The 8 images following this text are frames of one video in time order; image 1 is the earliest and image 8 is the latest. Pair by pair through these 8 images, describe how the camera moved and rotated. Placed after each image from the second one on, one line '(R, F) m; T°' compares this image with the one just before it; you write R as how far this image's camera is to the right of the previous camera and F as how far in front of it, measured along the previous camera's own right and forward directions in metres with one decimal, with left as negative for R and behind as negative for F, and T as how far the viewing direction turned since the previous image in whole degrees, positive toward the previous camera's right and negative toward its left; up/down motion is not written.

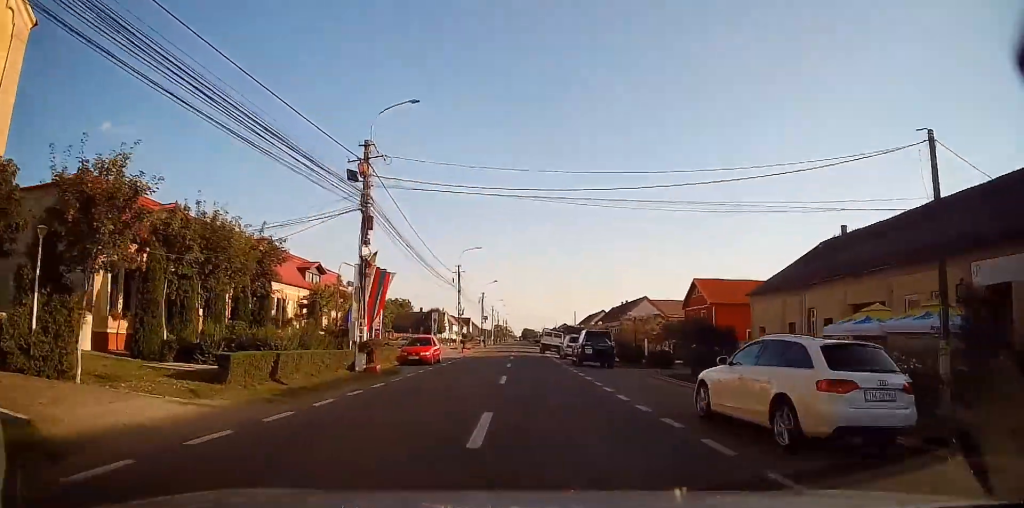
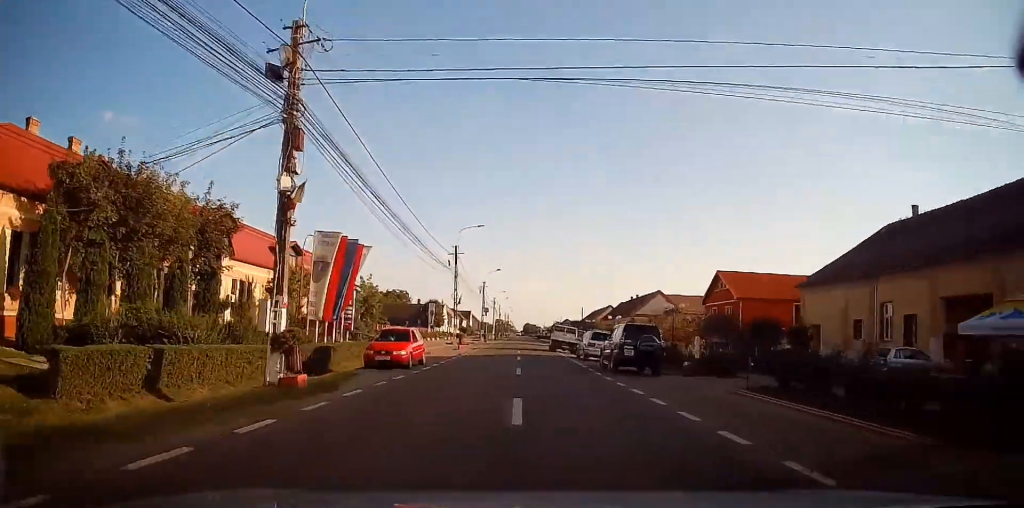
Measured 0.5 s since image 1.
(-0.2, +7.4) m; 0°
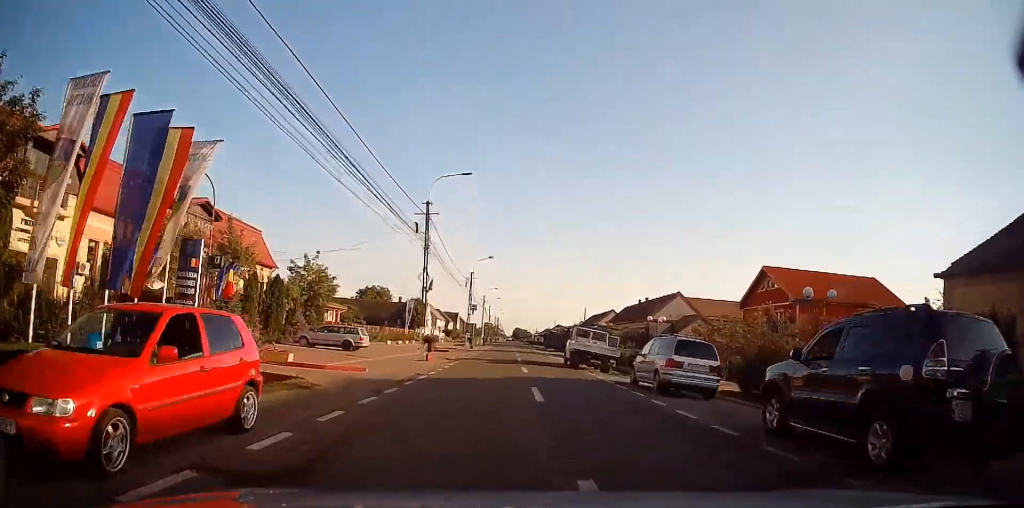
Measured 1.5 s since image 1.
(0.0, +15.0) m; 0°
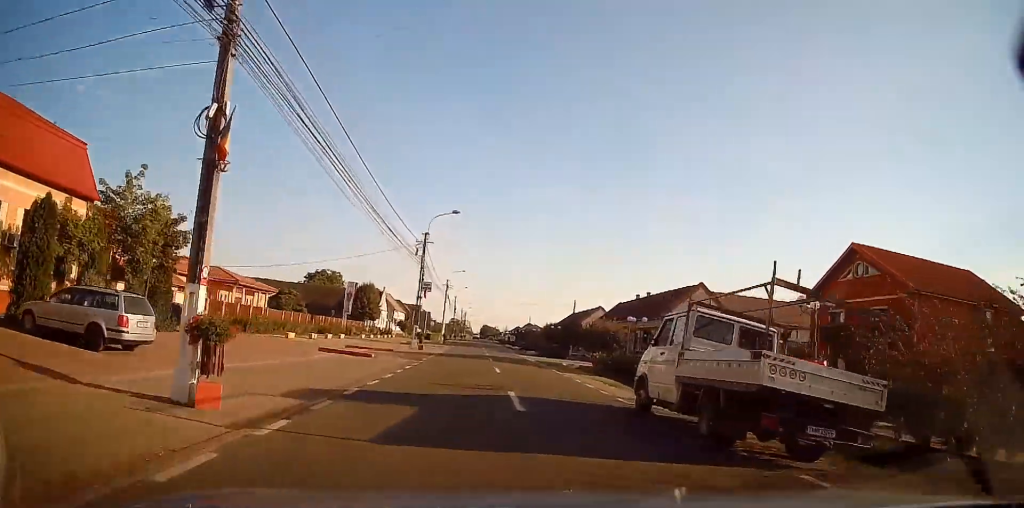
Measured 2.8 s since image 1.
(+0.1, +19.0) m; +3°
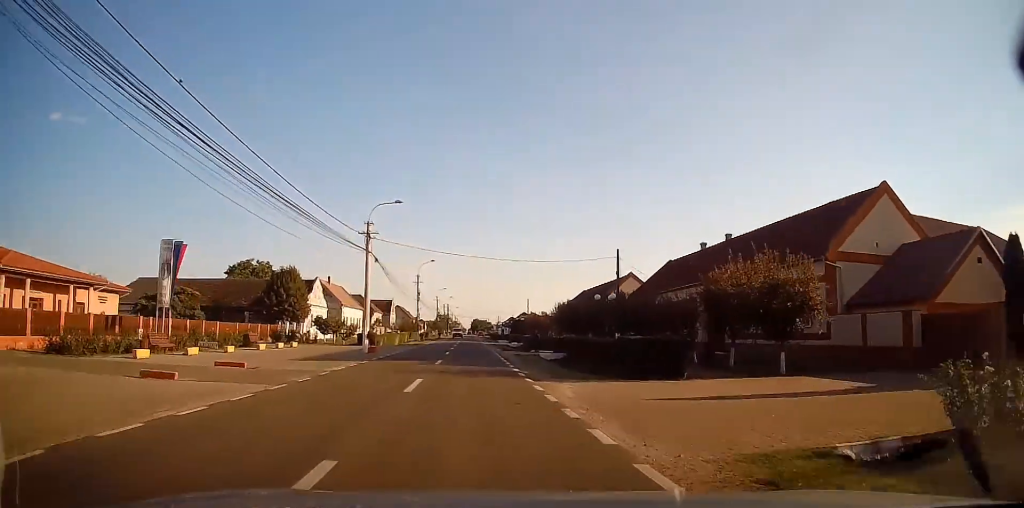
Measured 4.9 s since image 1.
(+1.6, +32.9) m; +1°
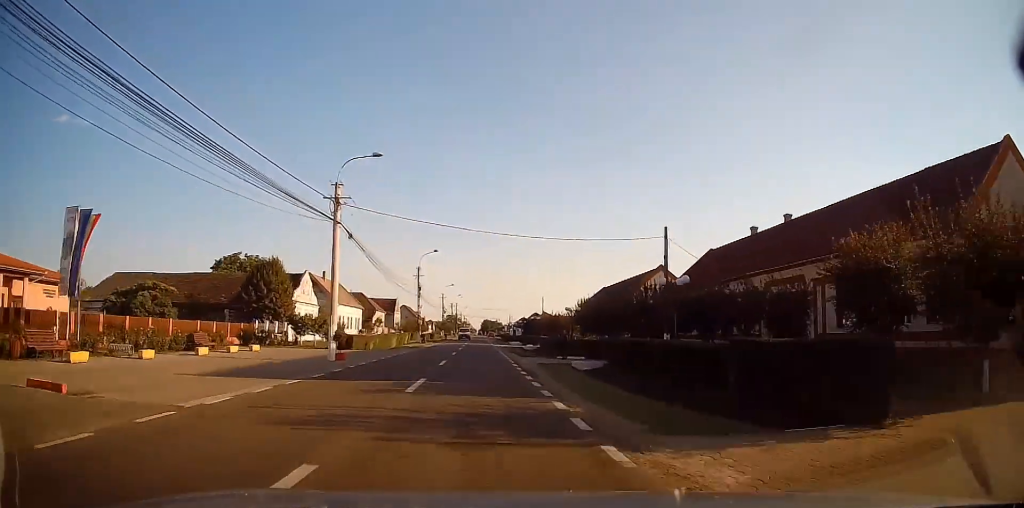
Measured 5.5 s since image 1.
(-0.1, +9.0) m; -1°
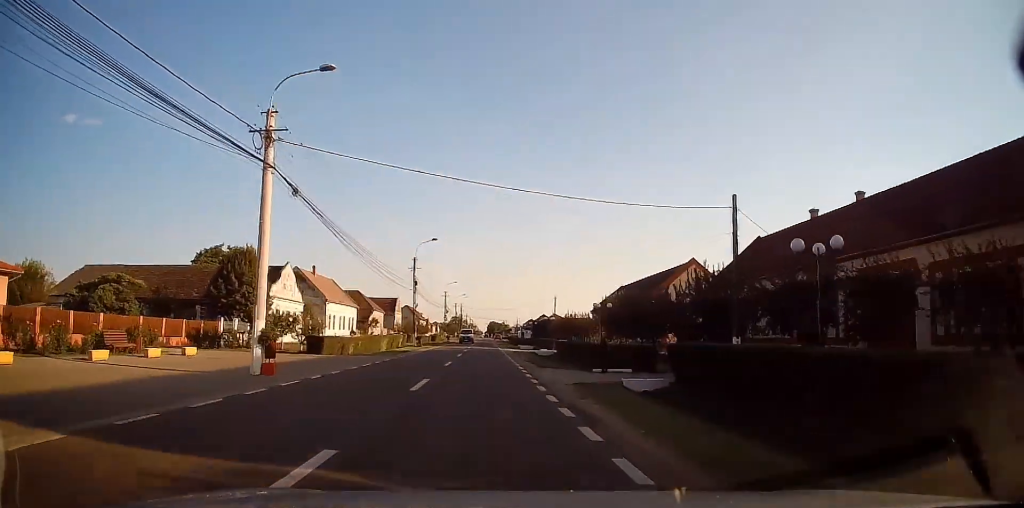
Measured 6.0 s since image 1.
(0.0, +8.5) m; -1°
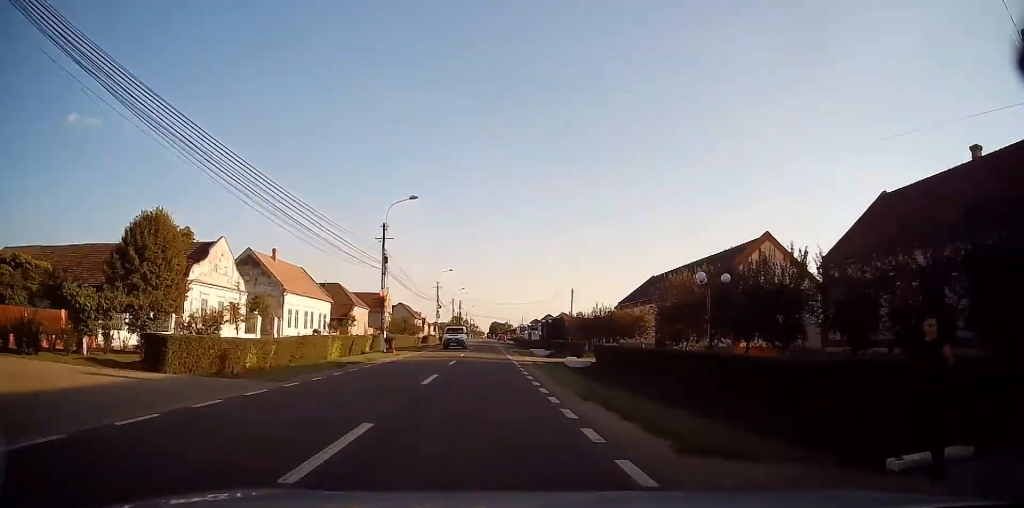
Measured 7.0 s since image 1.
(-0.1, +15.8) m; -1°
